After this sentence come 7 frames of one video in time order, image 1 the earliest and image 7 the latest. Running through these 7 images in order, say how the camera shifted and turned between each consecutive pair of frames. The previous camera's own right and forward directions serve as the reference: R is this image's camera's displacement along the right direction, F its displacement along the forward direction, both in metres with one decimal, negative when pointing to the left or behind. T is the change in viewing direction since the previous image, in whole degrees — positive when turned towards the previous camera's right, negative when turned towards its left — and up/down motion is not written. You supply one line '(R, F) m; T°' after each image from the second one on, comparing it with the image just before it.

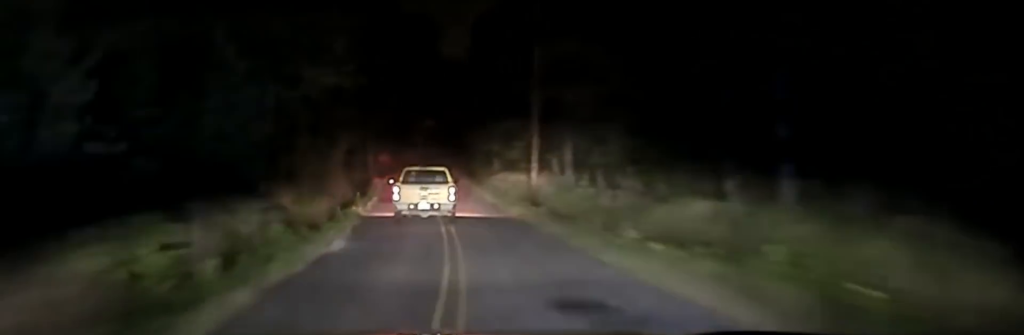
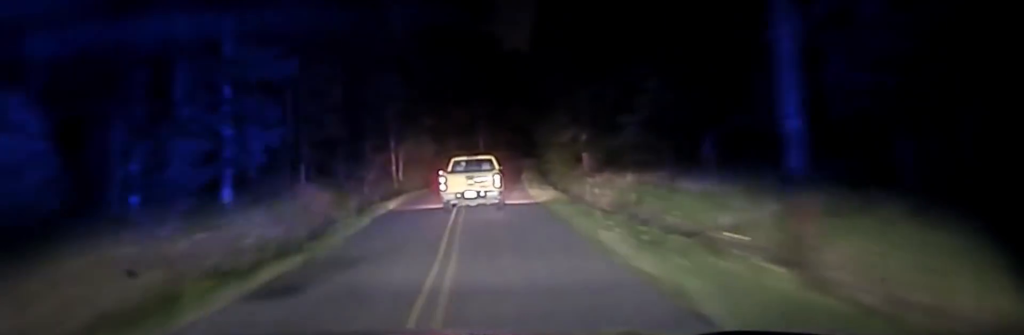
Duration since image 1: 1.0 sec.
(-0.6, +32.0) m; -1°
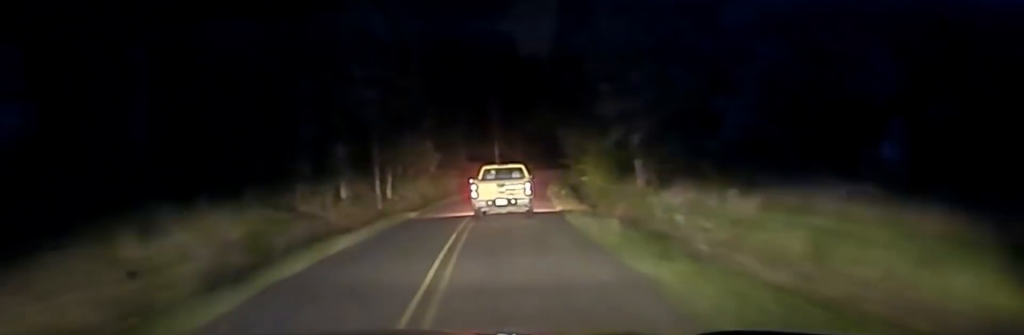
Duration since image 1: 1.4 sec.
(-0.1, +14.7) m; 0°
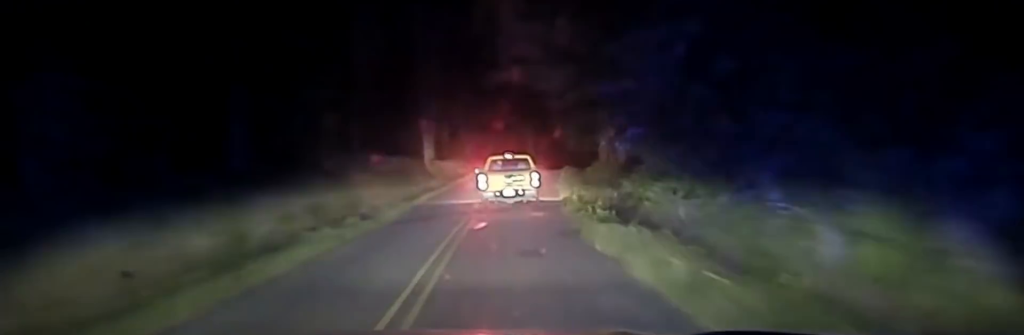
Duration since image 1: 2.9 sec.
(+0.5, +43.9) m; +3°
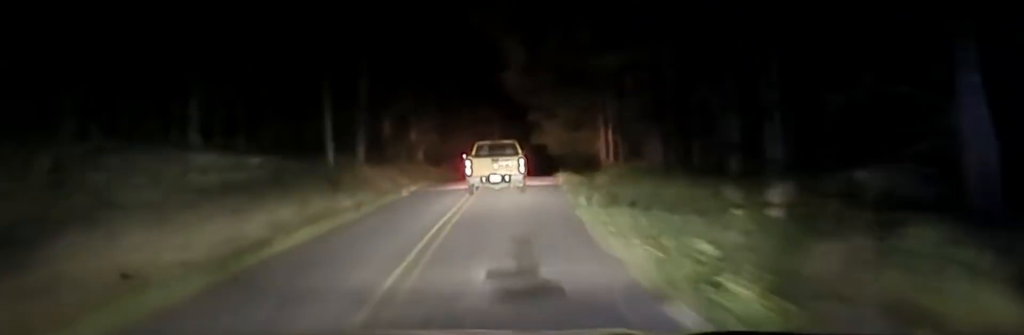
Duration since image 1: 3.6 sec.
(+0.4, +19.9) m; +2°
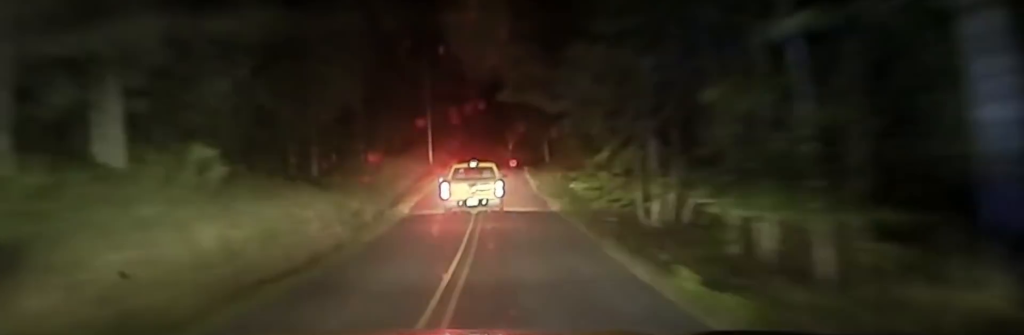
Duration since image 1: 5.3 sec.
(+1.6, +55.4) m; +2°
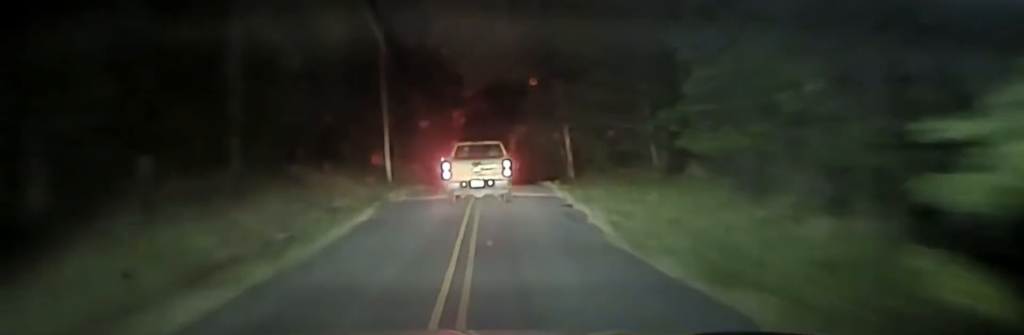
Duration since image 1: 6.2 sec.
(-0.3, +29.4) m; 0°
